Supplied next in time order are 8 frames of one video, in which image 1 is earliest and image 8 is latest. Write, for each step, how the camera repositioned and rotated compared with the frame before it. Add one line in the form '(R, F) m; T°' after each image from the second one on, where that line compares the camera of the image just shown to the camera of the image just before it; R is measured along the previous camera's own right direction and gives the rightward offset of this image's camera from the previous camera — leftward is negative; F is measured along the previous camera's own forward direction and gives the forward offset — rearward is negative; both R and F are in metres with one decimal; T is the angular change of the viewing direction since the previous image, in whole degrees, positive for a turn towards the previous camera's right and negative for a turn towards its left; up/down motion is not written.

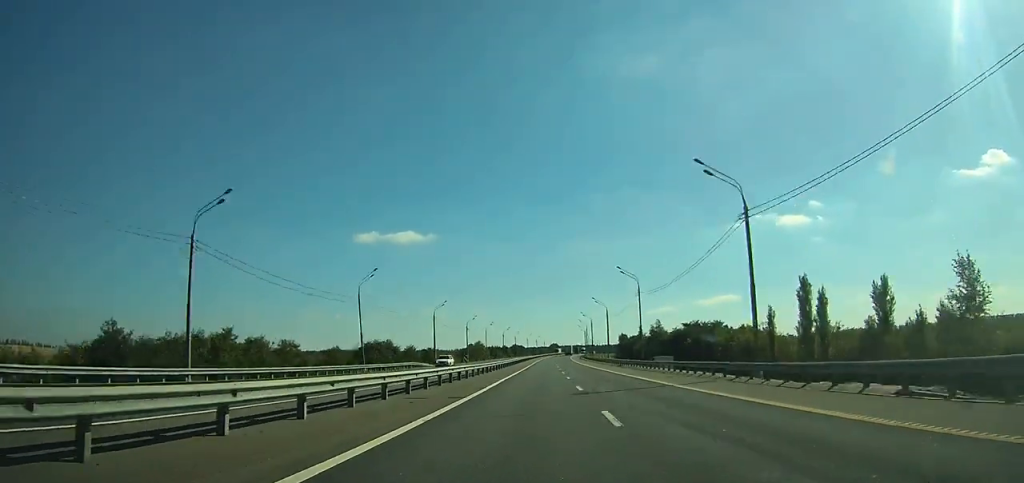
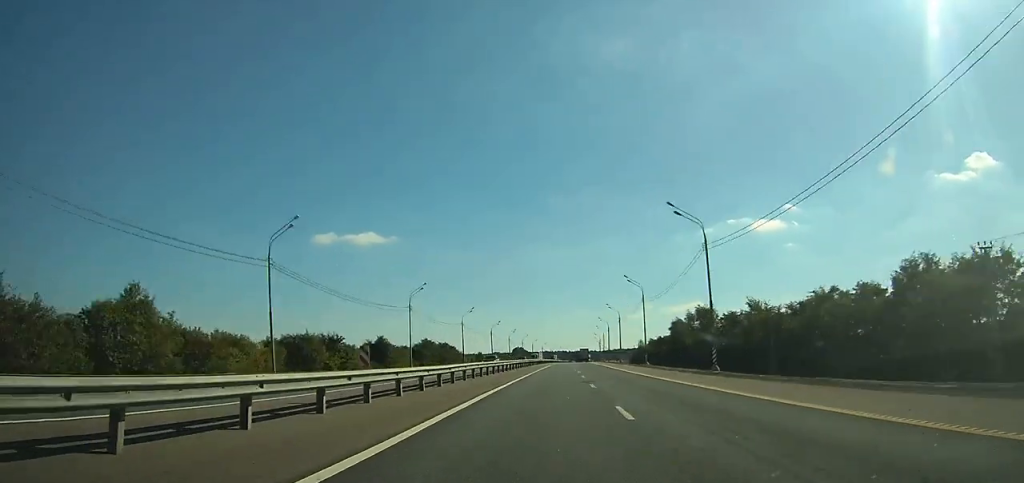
(+4.3, +212.9) m; +4°
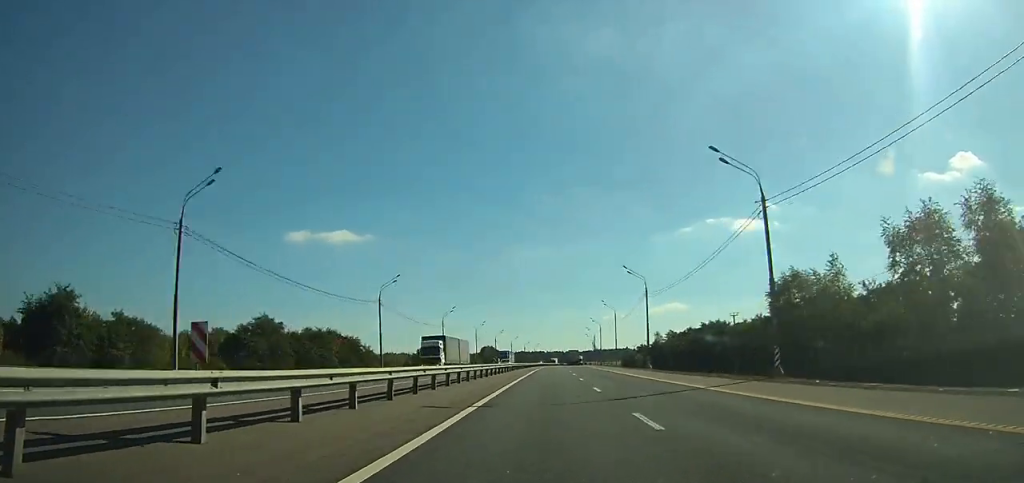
(+1.7, +82.9) m; +2°
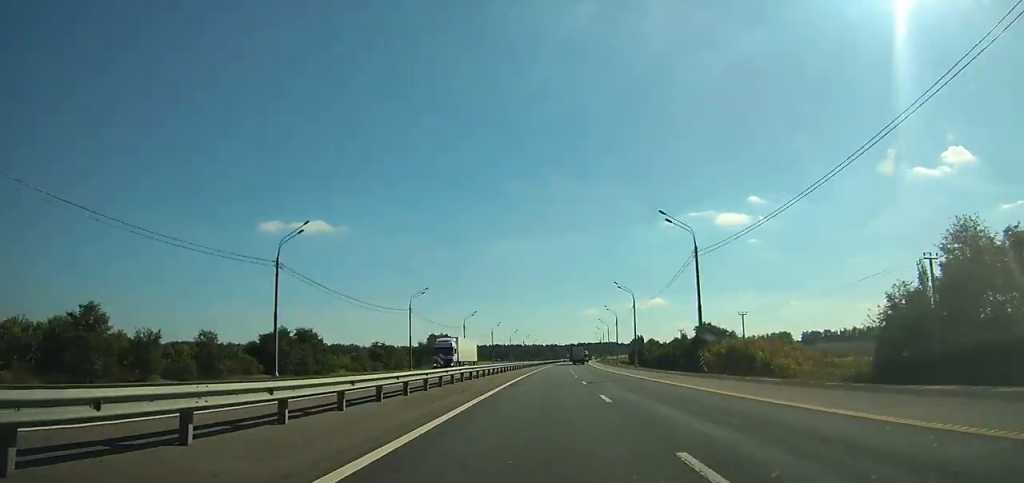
(+2.9, +141.9) m; +2°
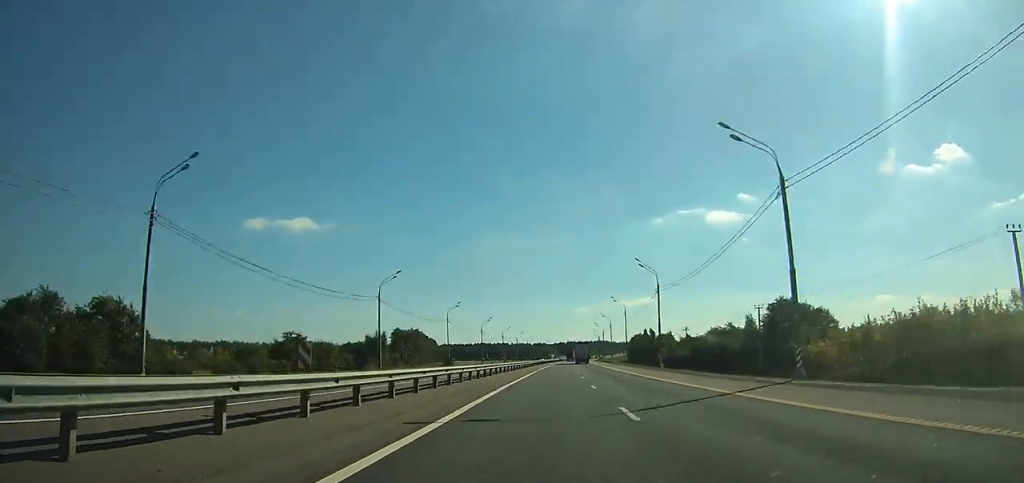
(0.0, +54.6) m; +1°
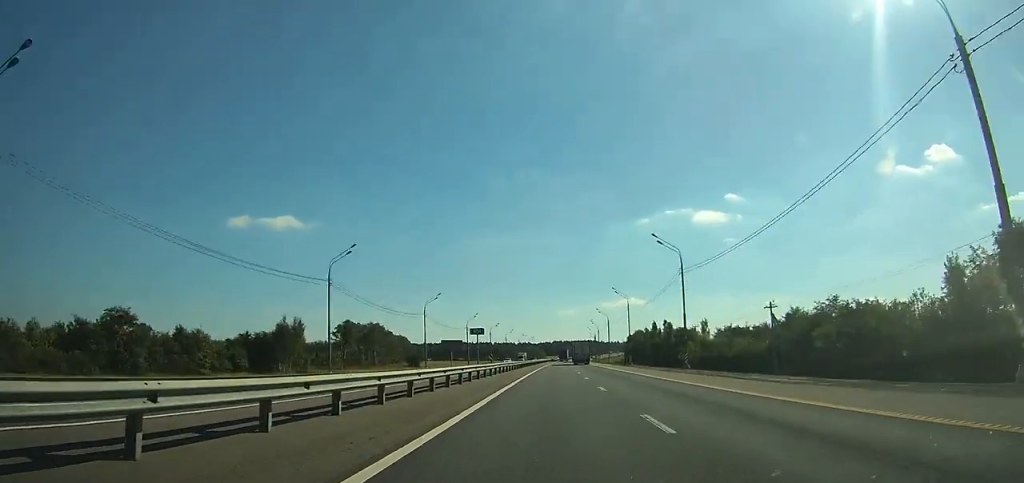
(+0.8, +49.9) m; +1°
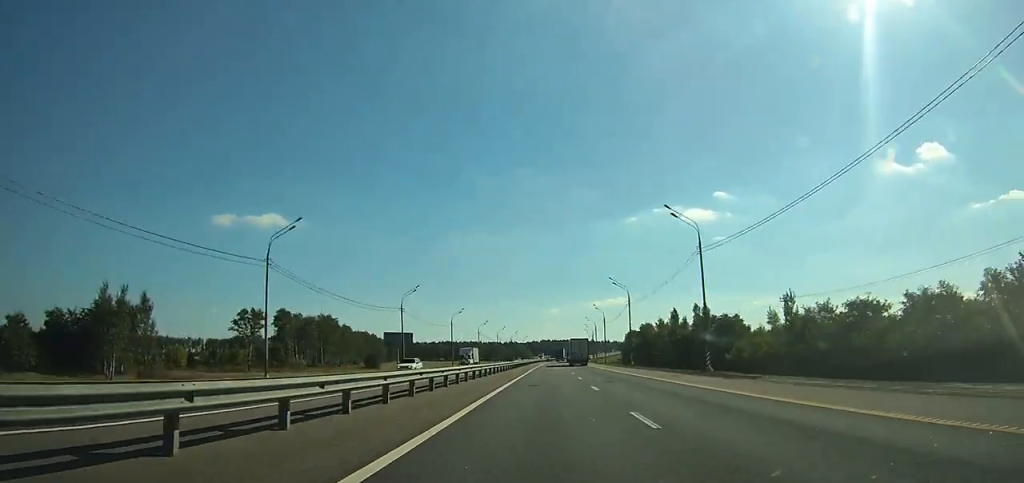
(+0.1, +46.5) m; +1°
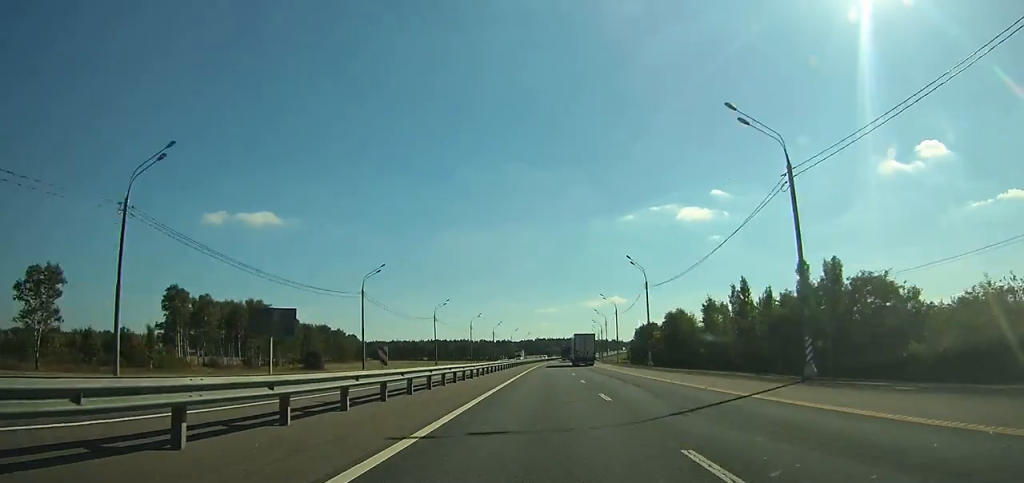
(+0.7, +50.7) m; +1°
